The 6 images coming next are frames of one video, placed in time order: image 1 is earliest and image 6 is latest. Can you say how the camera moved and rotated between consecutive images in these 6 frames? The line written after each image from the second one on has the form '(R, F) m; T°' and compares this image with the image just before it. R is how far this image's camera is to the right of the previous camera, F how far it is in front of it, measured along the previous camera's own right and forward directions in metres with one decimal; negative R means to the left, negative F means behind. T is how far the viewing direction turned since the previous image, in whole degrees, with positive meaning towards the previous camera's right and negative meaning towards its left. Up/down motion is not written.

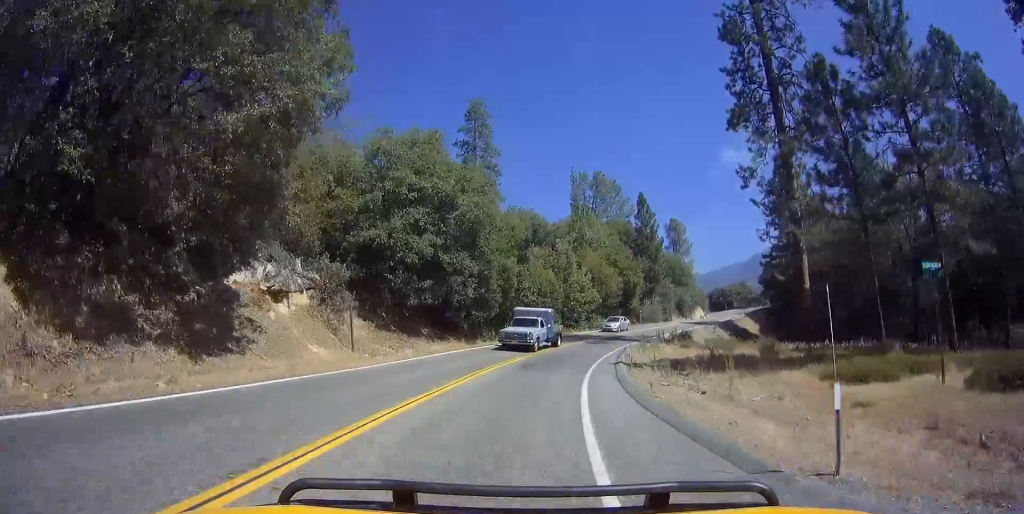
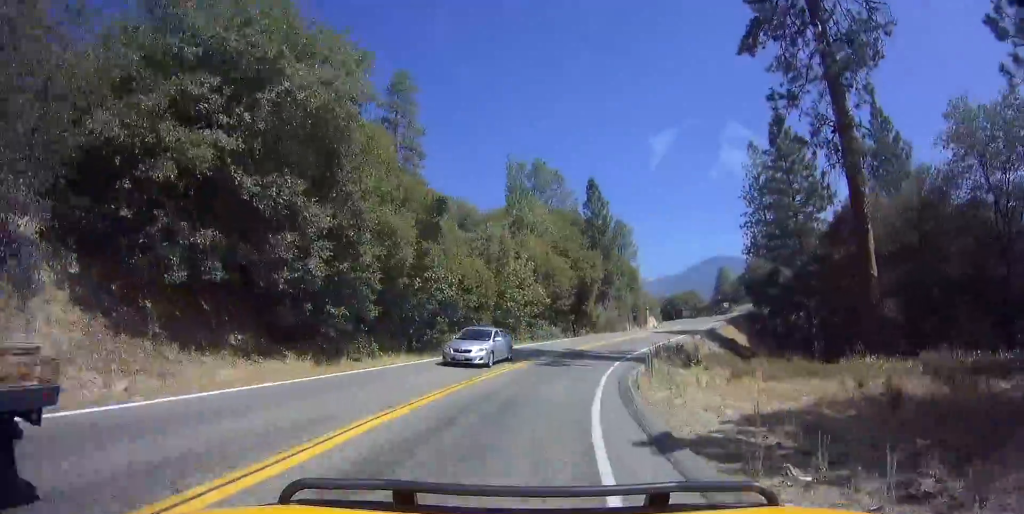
(+1.0, +15.0) m; +9°
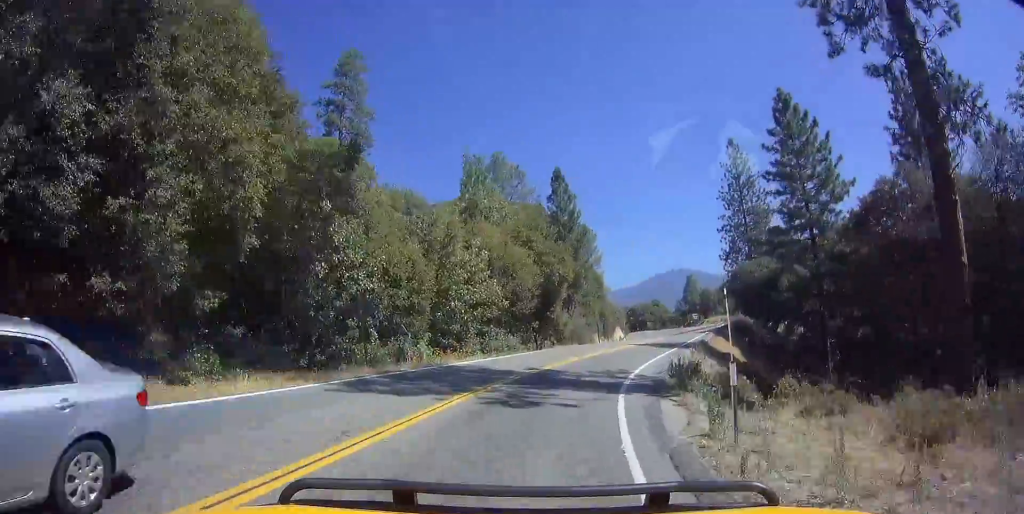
(+1.0, +9.3) m; +4°
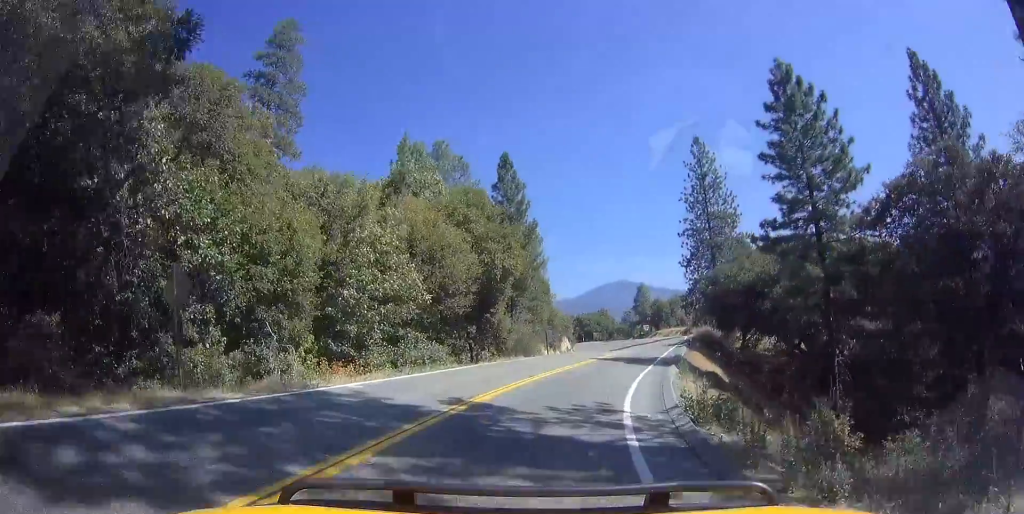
(+0.2, +8.7) m; +2°
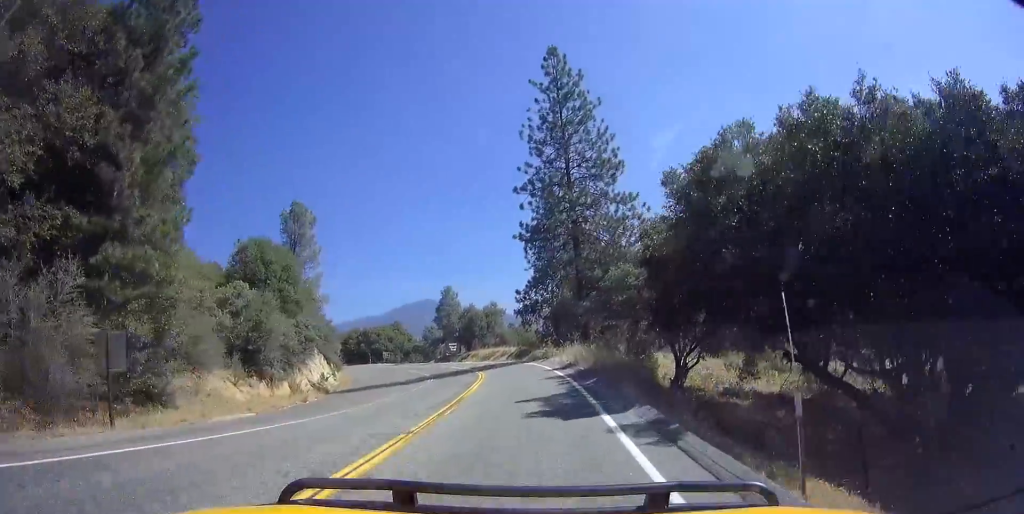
(+1.0, +36.6) m; +2°
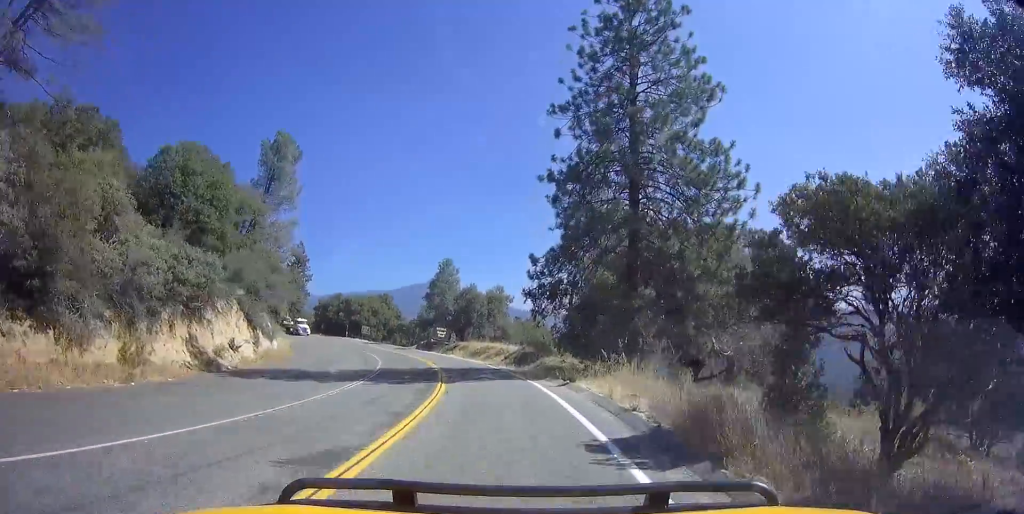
(-0.5, +18.0) m; -4°
